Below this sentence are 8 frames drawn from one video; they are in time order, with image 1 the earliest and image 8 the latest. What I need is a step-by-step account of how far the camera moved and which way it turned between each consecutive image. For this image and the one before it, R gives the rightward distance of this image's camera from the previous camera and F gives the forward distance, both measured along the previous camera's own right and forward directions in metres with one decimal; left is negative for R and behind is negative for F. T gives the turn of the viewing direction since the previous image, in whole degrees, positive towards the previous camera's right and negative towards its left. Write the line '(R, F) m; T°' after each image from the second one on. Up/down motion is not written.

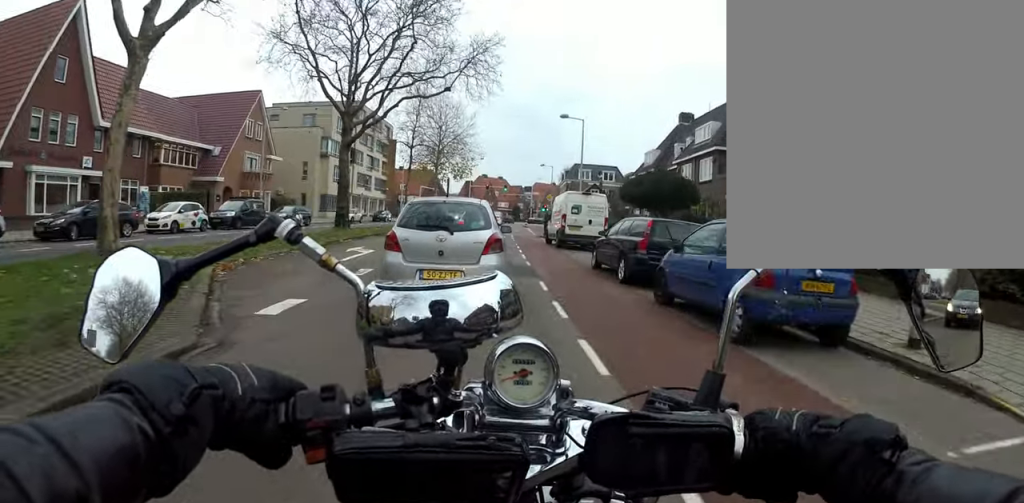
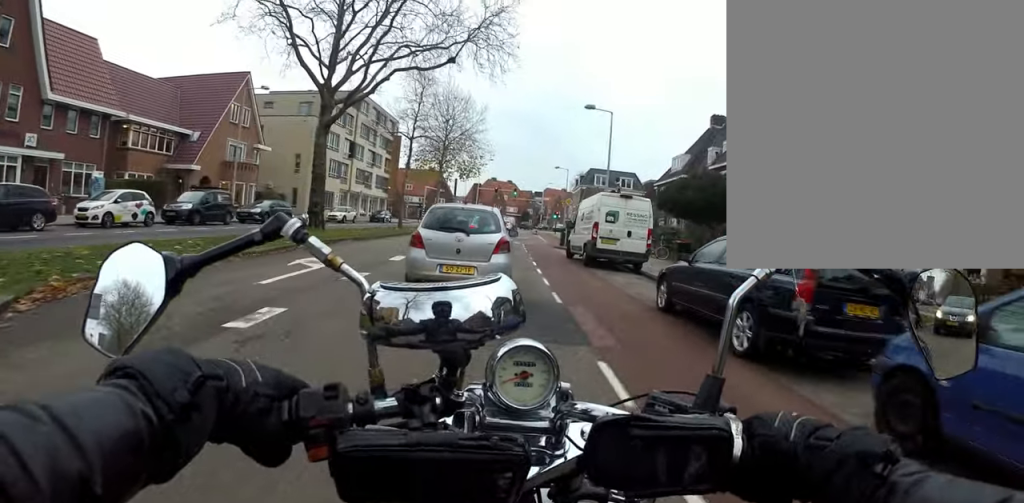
(-0.1, +4.4) m; -7°
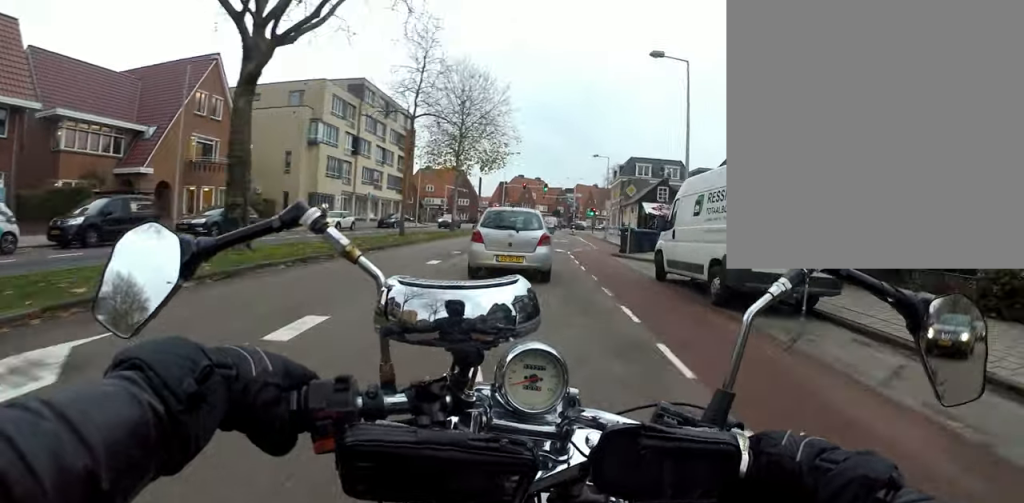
(-0.8, +8.0) m; -3°
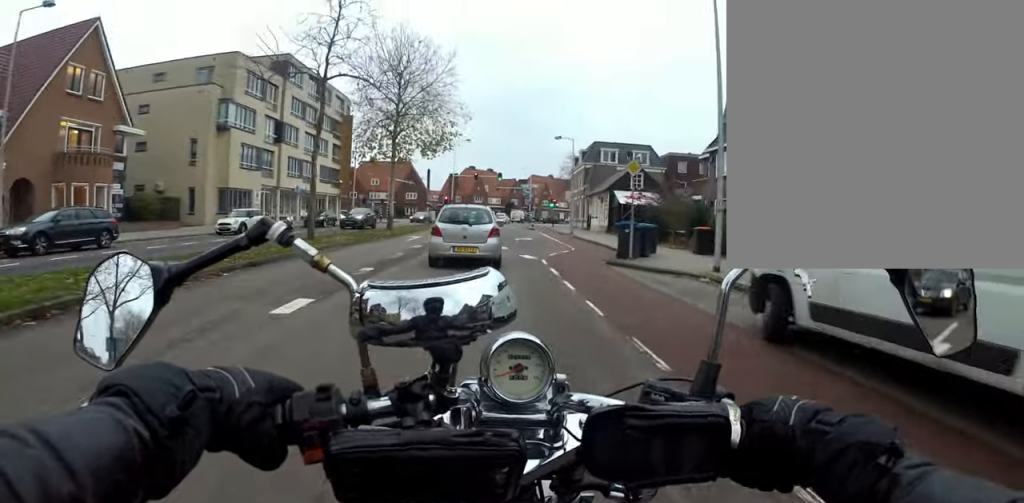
(+0.1, +6.4) m; +7°
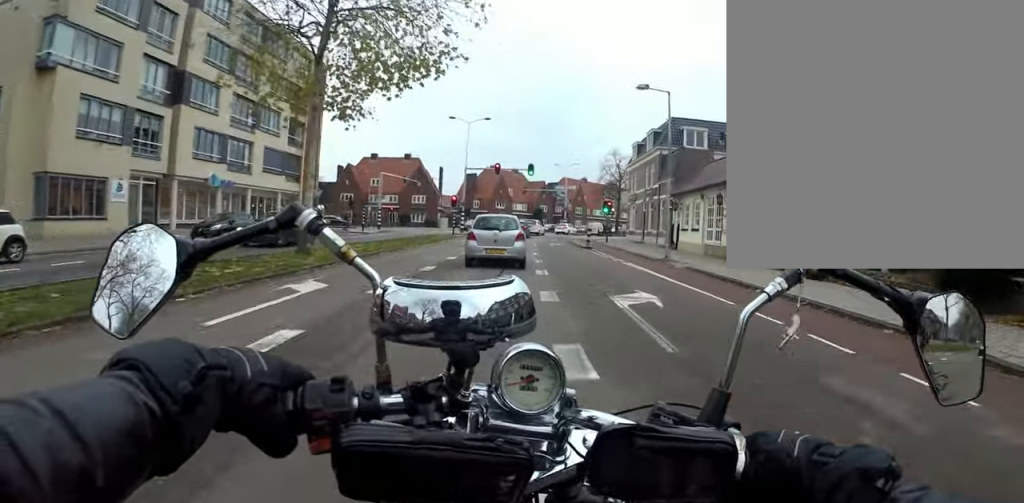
(+1.0, +16.9) m; +1°
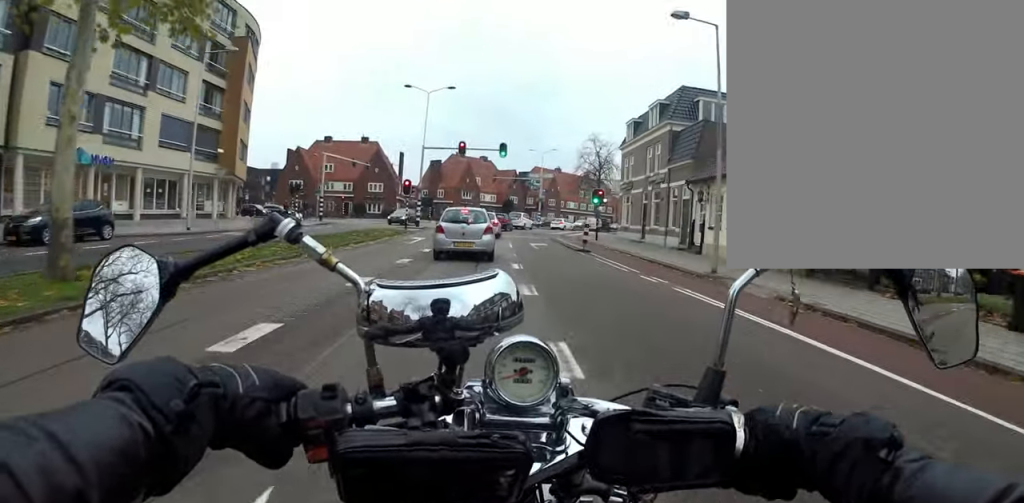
(0.0, +7.8) m; 0°
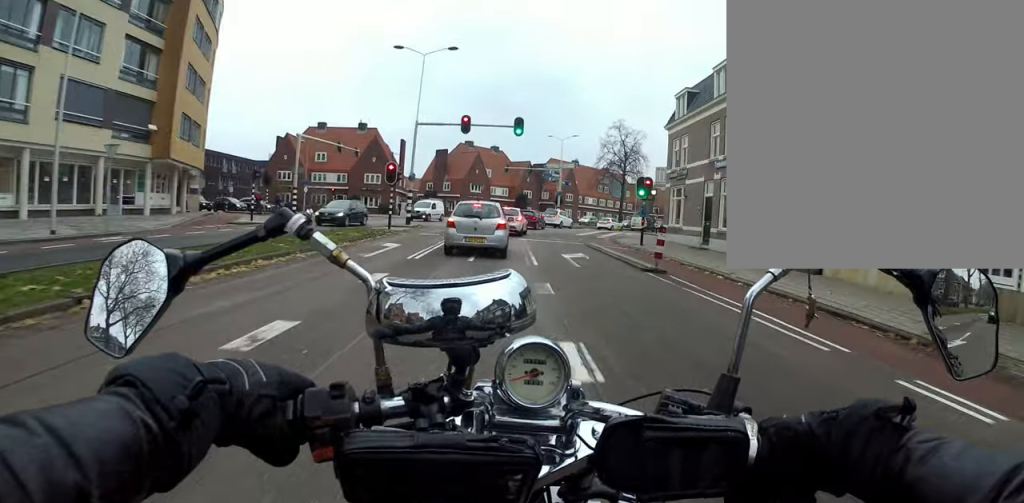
(0.0, +8.0) m; 0°
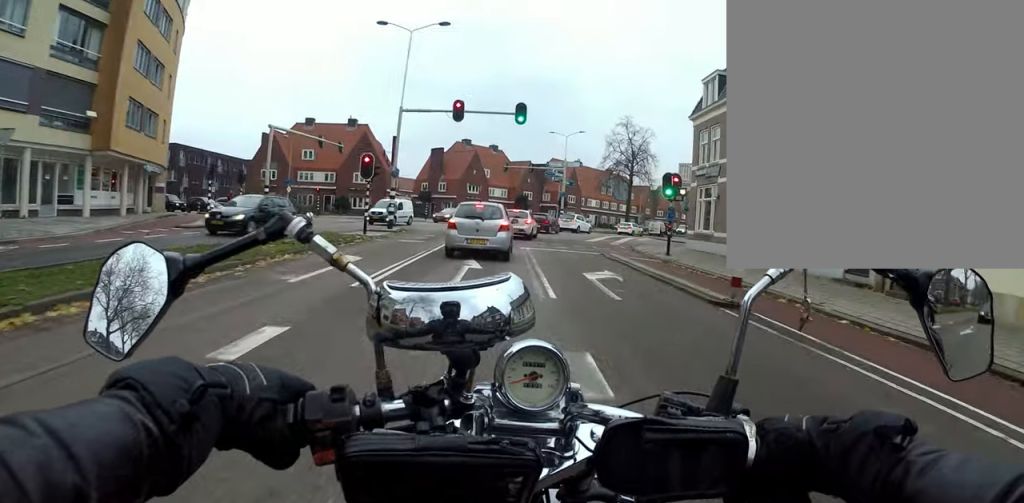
(0.0, +4.3) m; 0°
